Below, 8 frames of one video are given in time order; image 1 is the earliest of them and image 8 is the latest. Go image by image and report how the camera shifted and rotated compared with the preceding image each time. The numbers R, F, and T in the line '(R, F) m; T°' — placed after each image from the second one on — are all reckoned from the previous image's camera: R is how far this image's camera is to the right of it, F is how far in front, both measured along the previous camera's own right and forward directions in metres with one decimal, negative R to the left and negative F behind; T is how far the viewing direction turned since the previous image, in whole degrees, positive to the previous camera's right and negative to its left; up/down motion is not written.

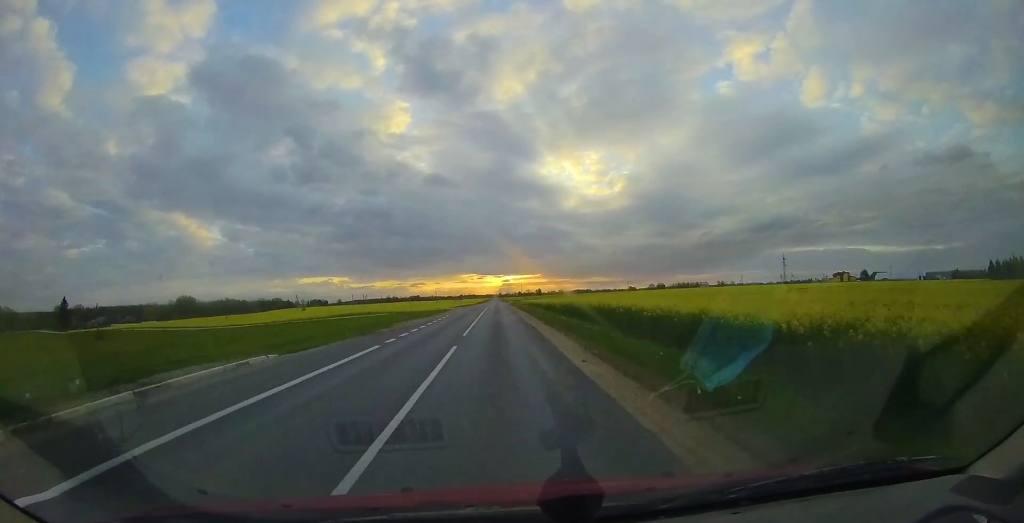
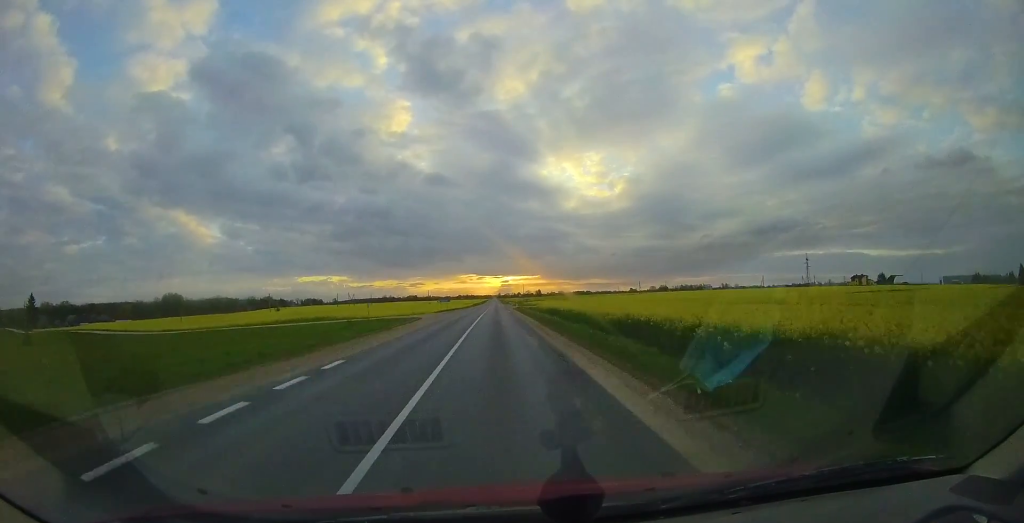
(-0.6, +21.1) m; +1°
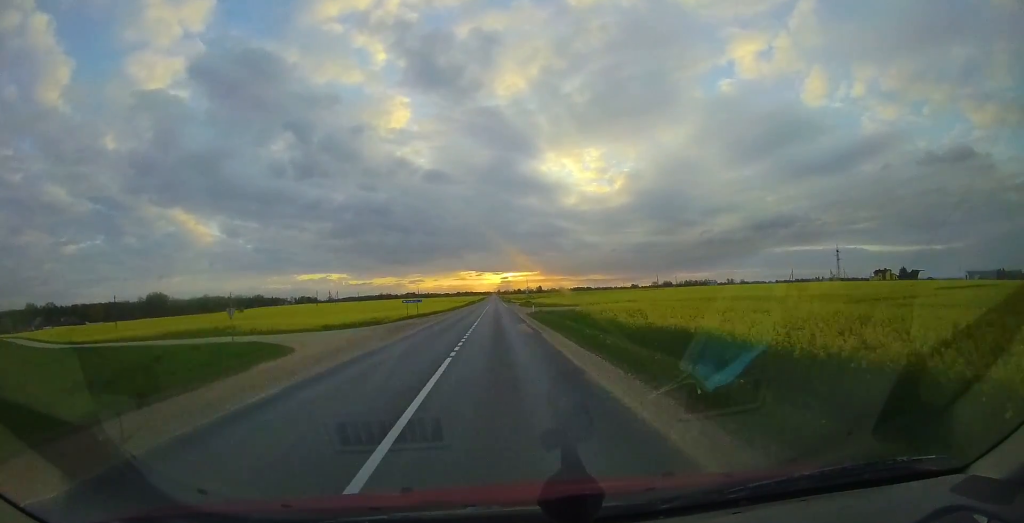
(+0.9, +24.8) m; +1°
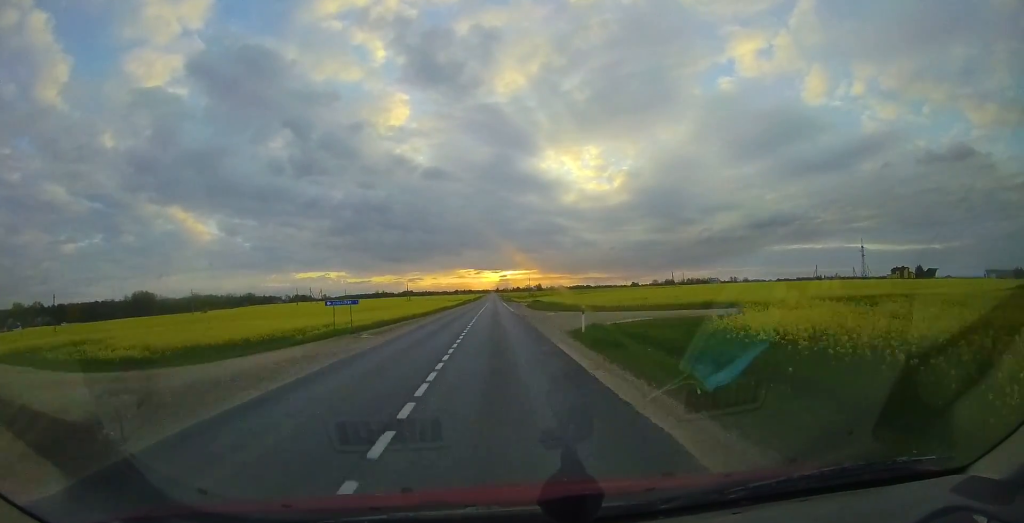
(-0.4, +18.5) m; -1°
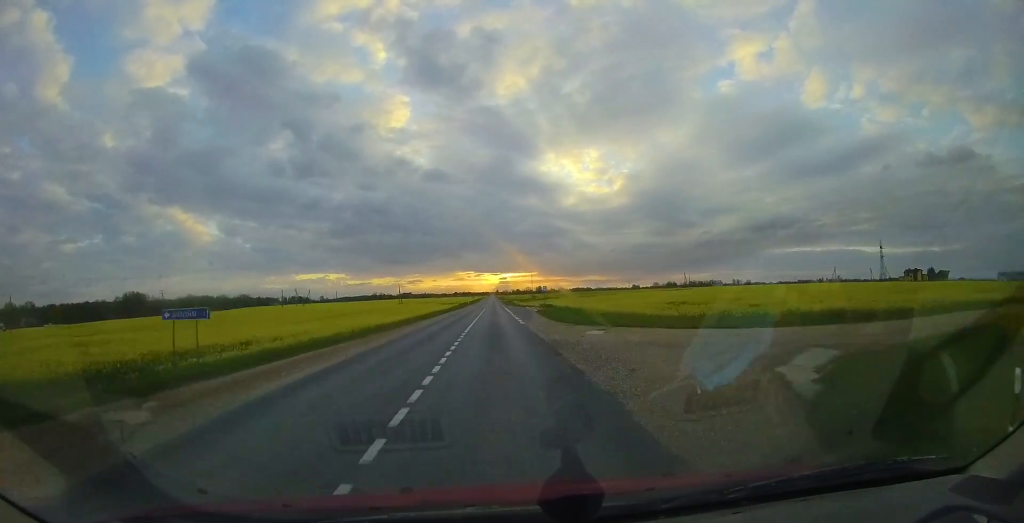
(0.0, +12.3) m; 0°
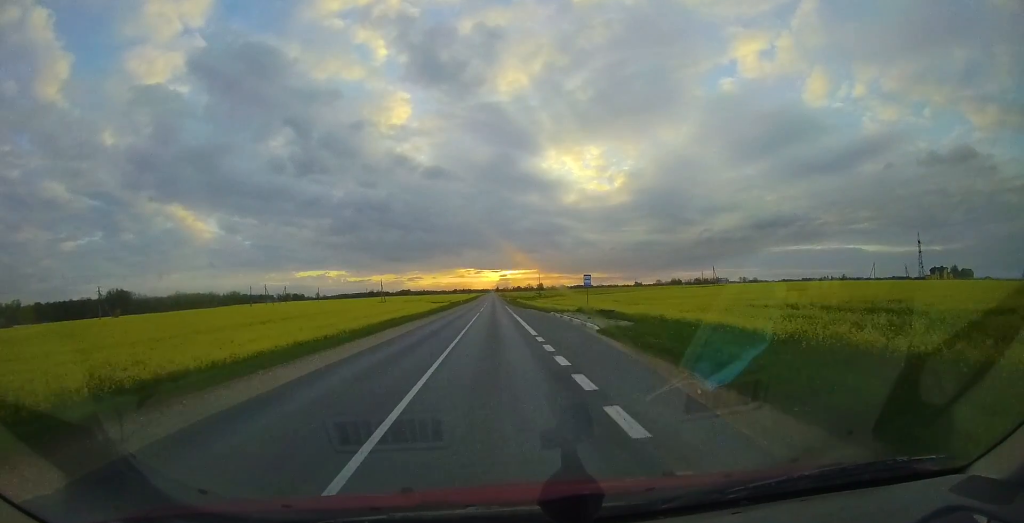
(0.0, +22.1) m; 0°
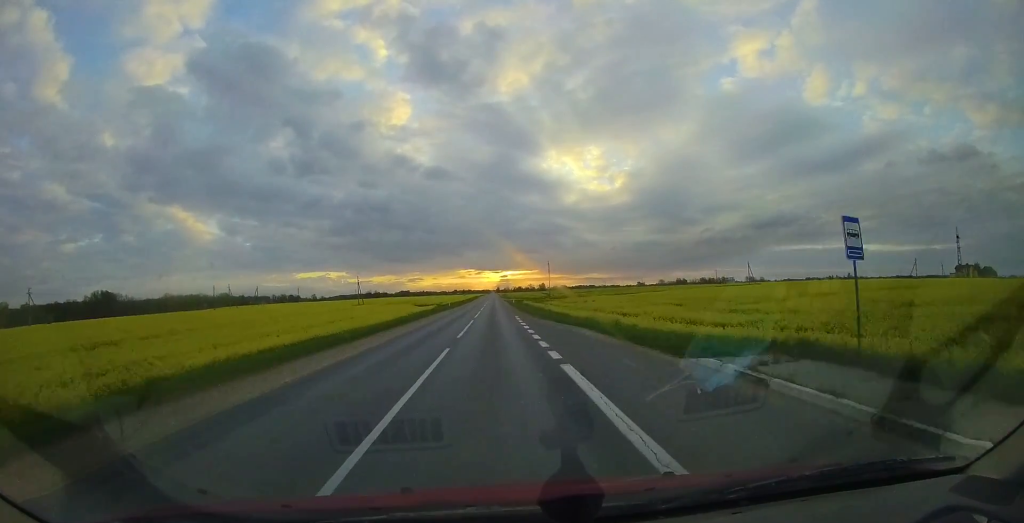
(0.0, +21.4) m; 0°
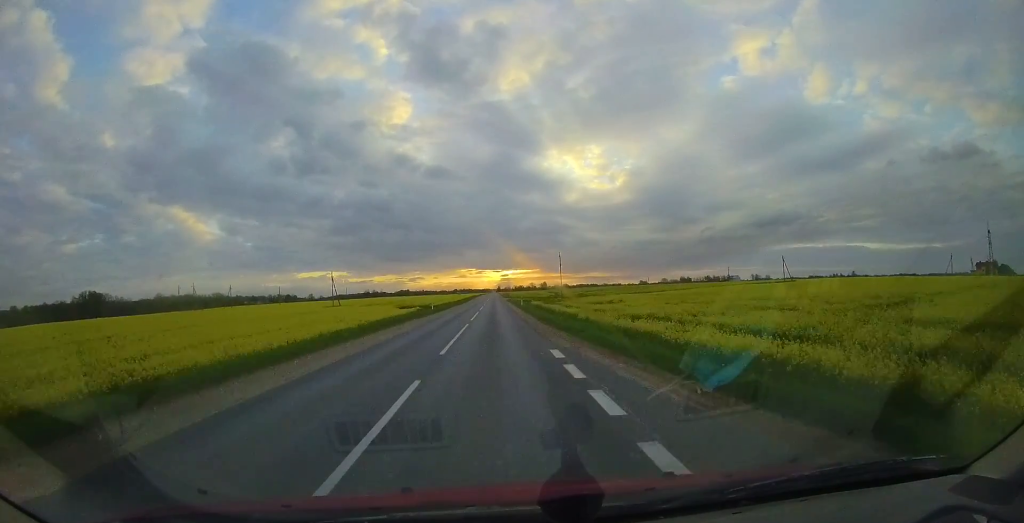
(0.0, +16.3) m; 0°
